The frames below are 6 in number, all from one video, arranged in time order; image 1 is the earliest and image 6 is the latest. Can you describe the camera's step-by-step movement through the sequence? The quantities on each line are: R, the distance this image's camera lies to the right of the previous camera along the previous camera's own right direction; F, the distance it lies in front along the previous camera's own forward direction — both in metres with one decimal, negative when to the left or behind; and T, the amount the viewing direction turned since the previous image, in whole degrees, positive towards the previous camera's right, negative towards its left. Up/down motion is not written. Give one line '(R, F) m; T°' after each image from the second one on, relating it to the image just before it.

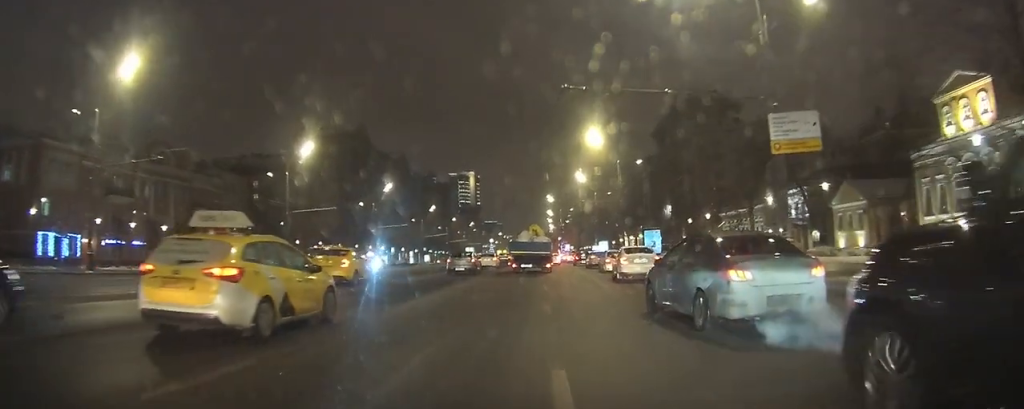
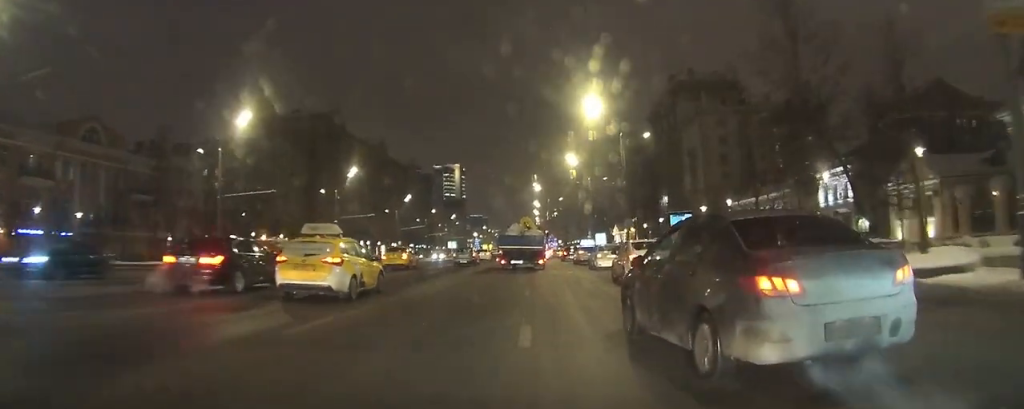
(+0.1, +11.5) m; +1°
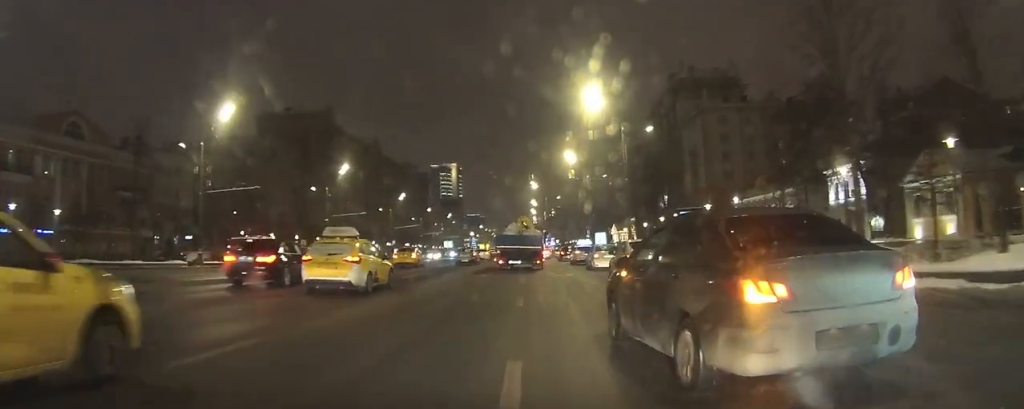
(0.0, +2.6) m; 0°
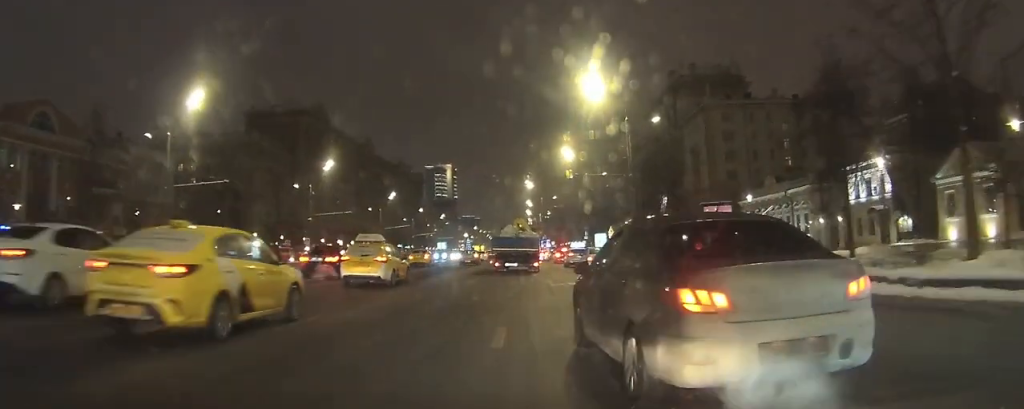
(0.0, +4.8) m; 0°
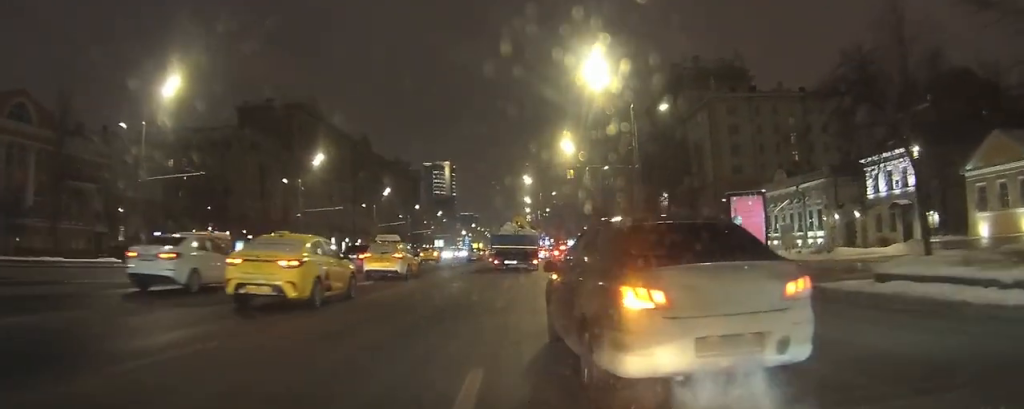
(0.0, +3.5) m; 0°
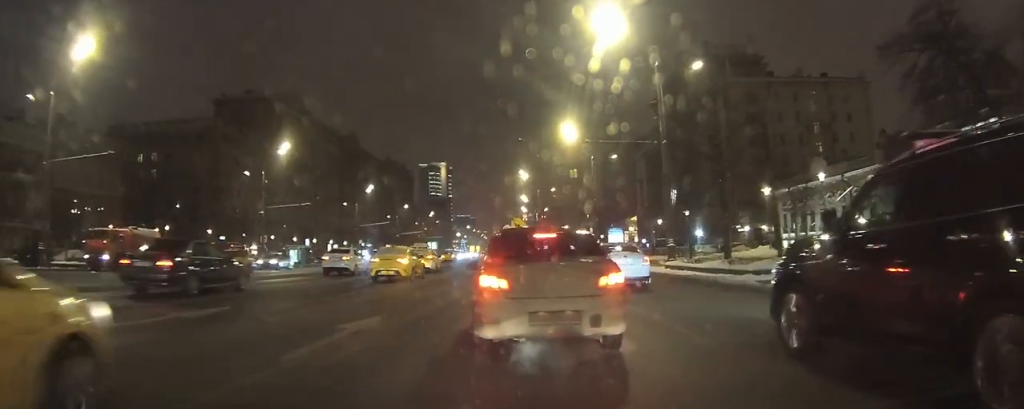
(0.0, +10.4) m; 0°
